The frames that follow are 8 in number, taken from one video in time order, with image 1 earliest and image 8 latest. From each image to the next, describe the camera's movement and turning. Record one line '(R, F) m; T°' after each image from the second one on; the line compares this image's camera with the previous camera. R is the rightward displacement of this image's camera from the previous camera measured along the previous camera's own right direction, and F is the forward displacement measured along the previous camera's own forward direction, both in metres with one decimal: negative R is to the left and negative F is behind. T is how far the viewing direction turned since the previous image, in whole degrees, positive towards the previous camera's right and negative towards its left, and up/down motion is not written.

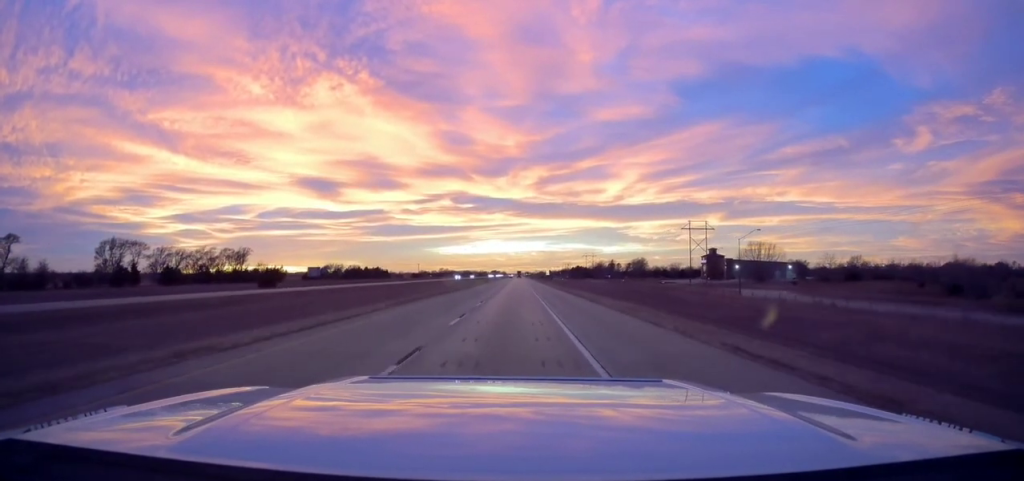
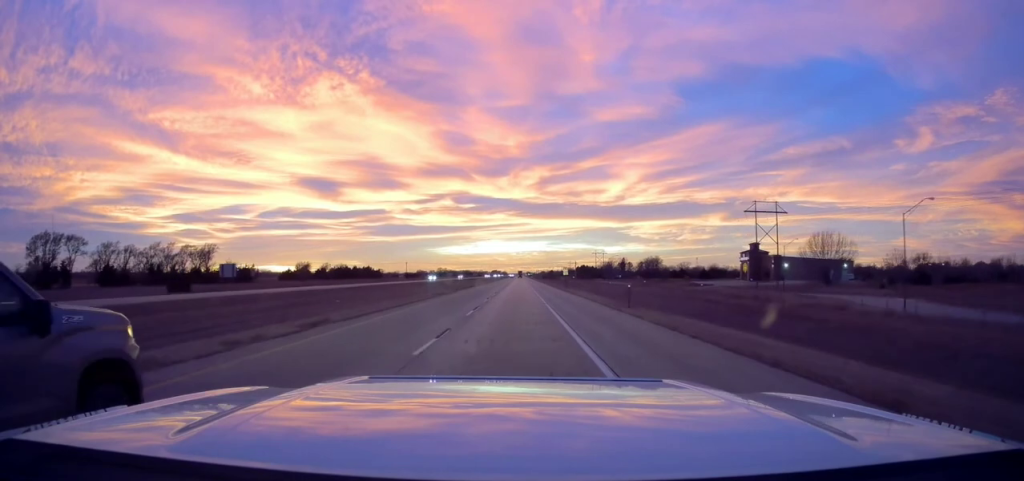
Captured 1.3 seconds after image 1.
(0.0, +43.5) m; 0°
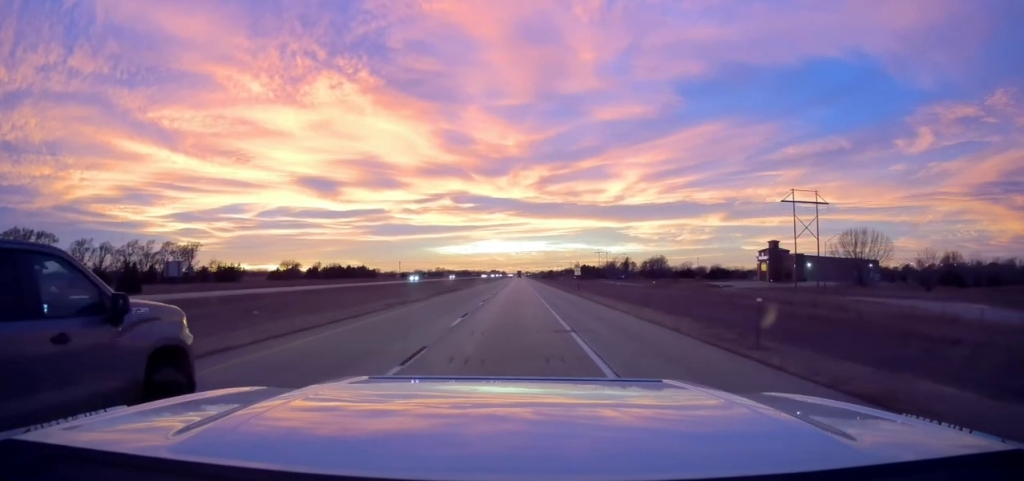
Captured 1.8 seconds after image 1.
(0.0, +16.7) m; 0°
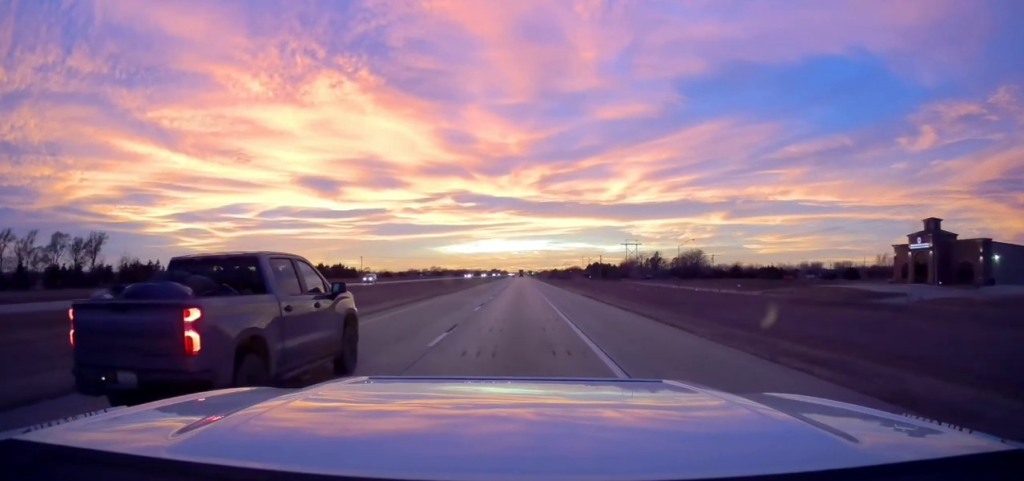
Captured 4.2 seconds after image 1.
(0.0, +80.4) m; 0°
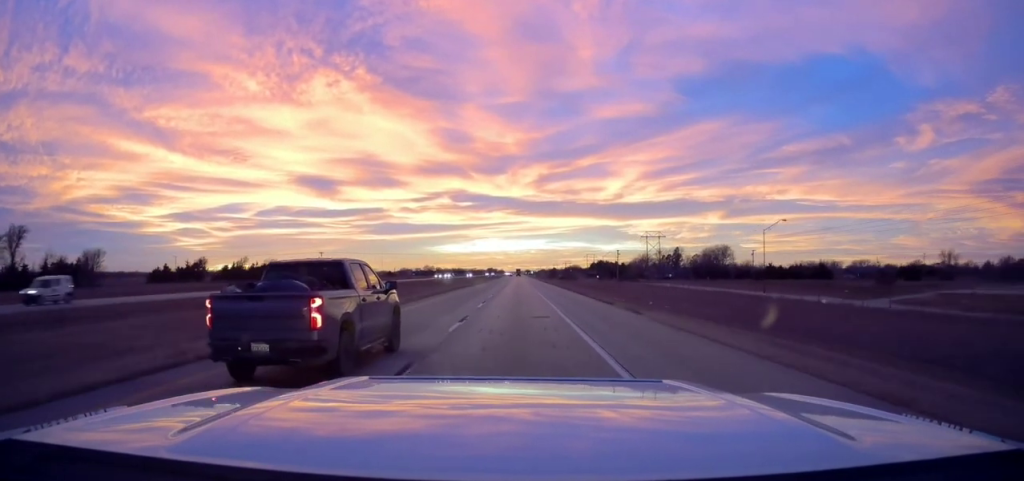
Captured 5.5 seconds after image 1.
(0.0, +44.7) m; 0°
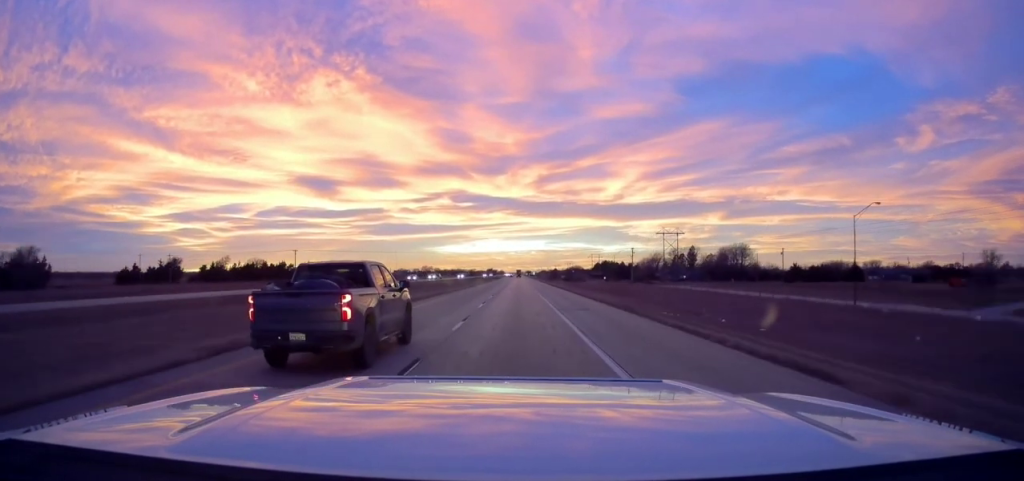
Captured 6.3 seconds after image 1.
(0.0, +24.6) m; -1°
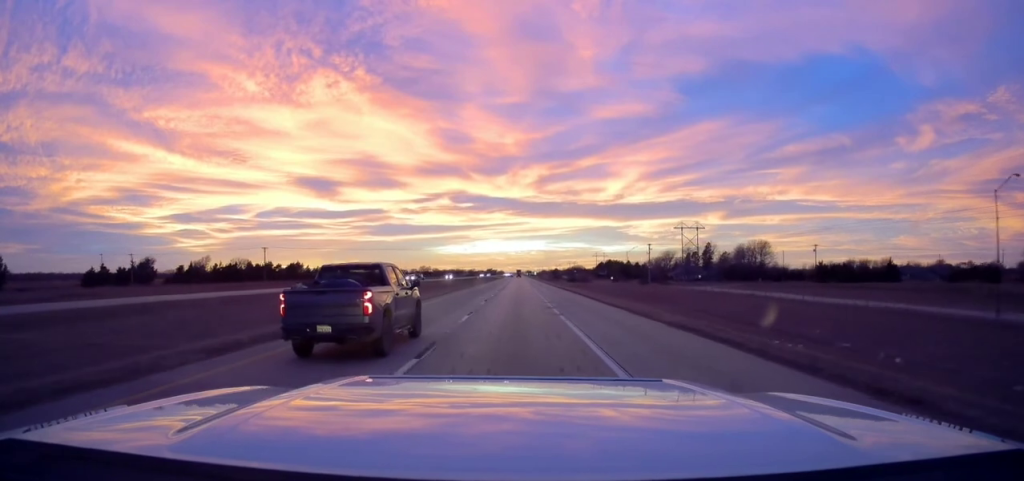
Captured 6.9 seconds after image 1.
(-0.2, +21.2) m; 0°
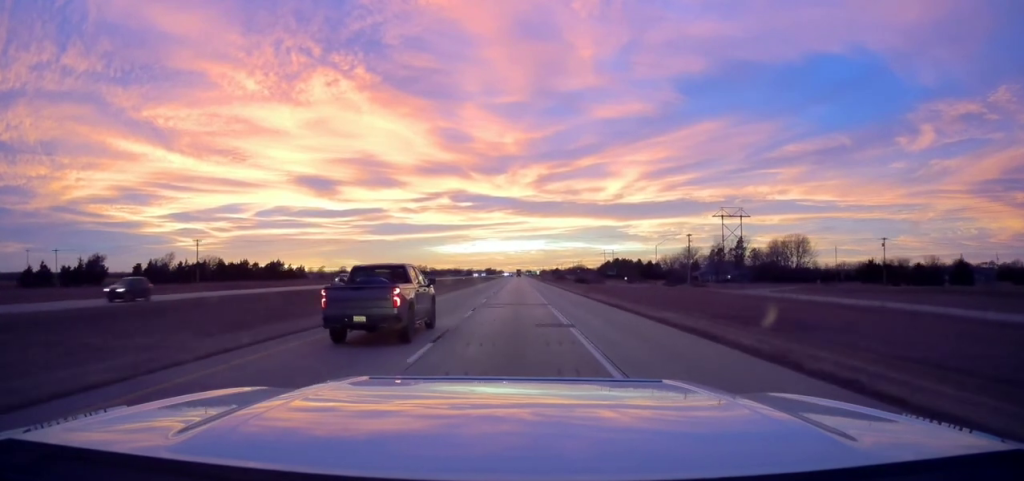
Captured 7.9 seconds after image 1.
(-0.1, +32.3) m; 0°
